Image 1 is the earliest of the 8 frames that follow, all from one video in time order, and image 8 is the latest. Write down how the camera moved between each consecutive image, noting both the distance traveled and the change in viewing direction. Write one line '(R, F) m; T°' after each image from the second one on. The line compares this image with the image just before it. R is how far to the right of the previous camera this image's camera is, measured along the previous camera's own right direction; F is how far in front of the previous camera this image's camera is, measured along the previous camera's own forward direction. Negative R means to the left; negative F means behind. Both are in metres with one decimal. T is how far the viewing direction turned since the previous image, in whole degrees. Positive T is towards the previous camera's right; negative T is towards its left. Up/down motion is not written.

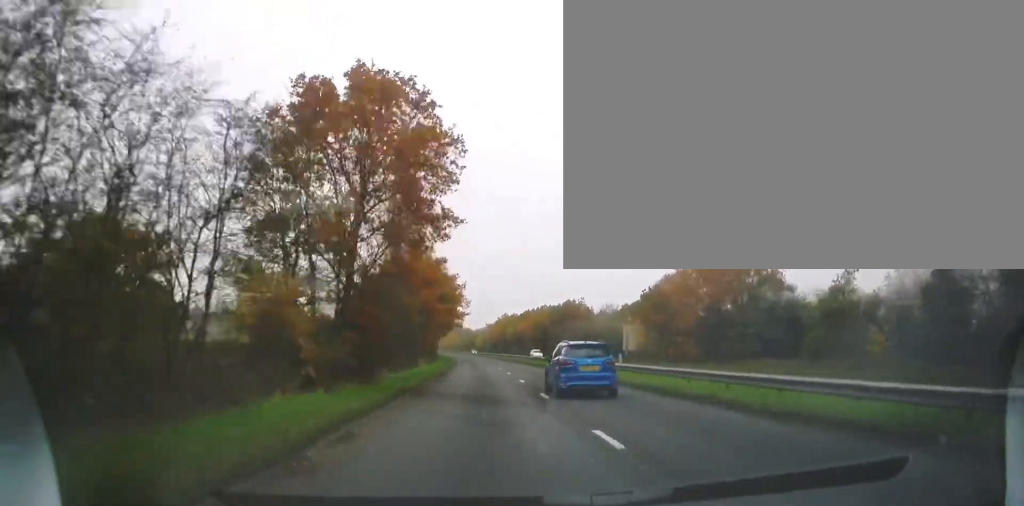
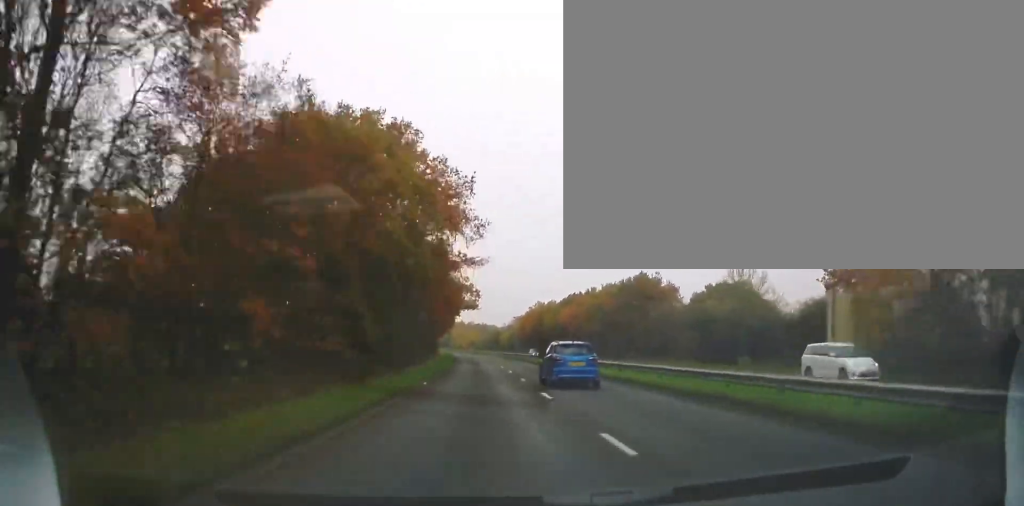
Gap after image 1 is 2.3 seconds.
(-1.1, +44.3) m; -2°
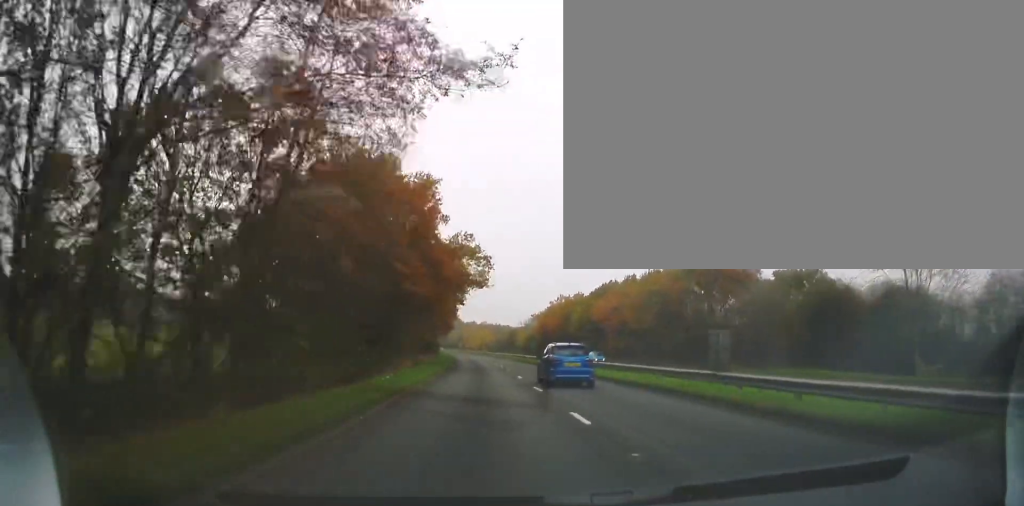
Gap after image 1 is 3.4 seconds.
(-0.2, +22.8) m; -2°
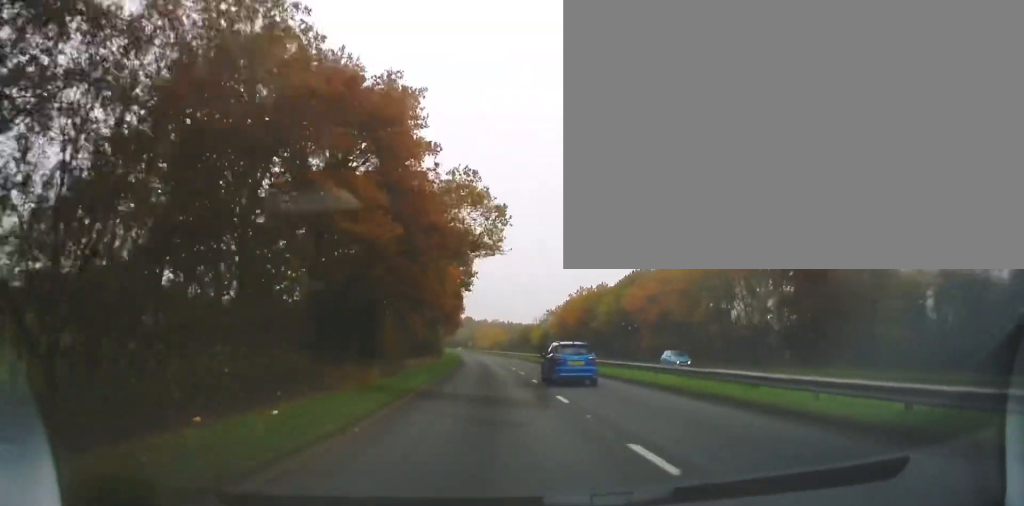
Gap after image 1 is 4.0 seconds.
(-0.1, +13.0) m; -1°
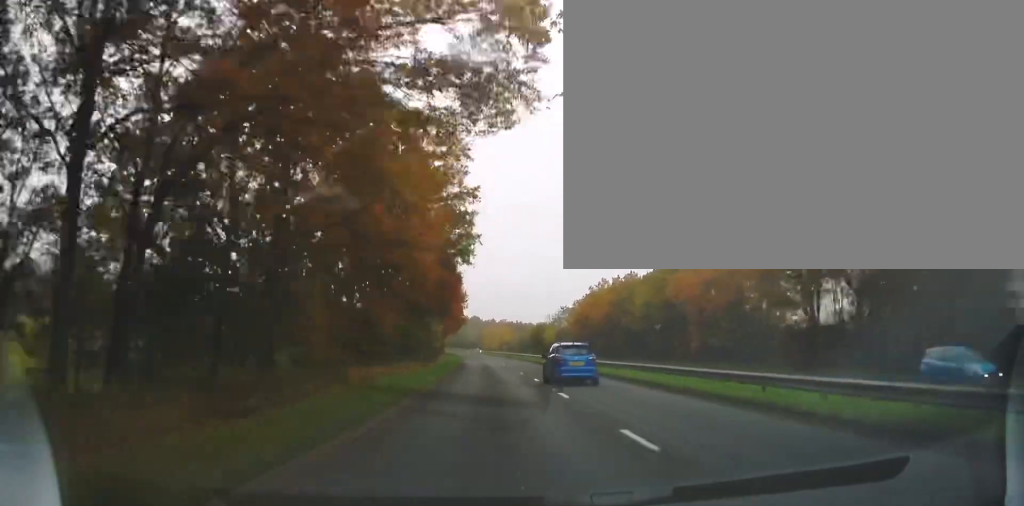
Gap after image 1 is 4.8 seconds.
(-0.2, +15.9) m; 0°
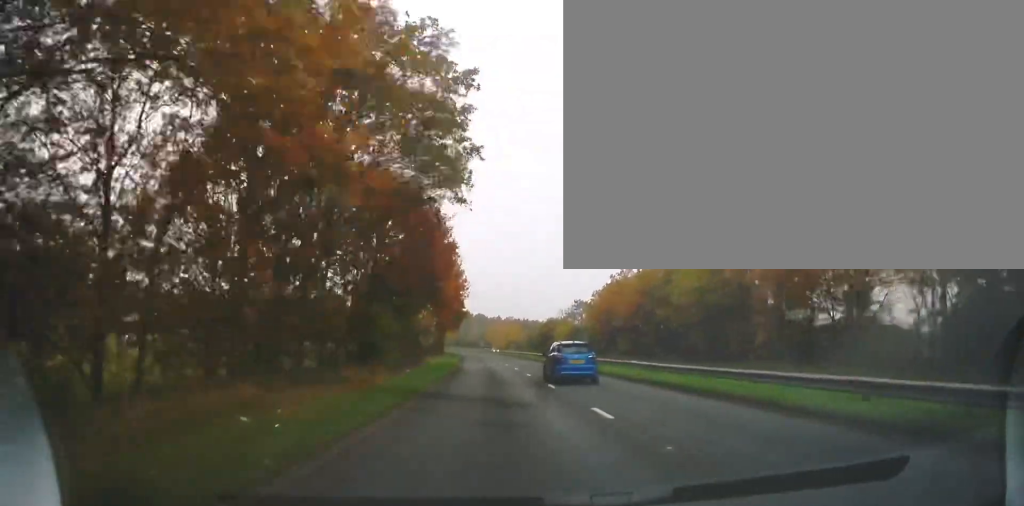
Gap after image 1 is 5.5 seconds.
(+0.2, +14.0) m; -1°
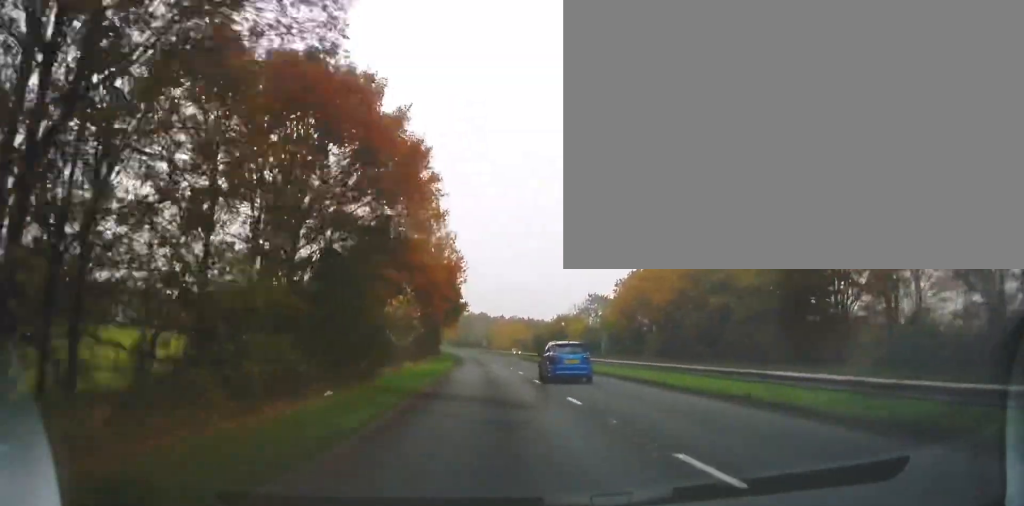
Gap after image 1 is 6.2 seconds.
(-0.2, +14.7) m; -1°
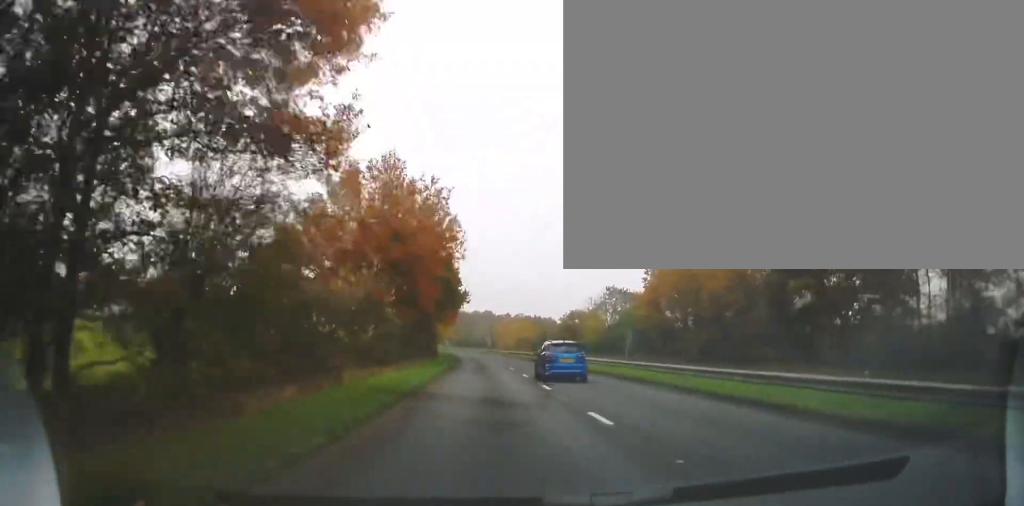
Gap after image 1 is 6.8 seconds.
(-0.2, +12.6) m; 0°
